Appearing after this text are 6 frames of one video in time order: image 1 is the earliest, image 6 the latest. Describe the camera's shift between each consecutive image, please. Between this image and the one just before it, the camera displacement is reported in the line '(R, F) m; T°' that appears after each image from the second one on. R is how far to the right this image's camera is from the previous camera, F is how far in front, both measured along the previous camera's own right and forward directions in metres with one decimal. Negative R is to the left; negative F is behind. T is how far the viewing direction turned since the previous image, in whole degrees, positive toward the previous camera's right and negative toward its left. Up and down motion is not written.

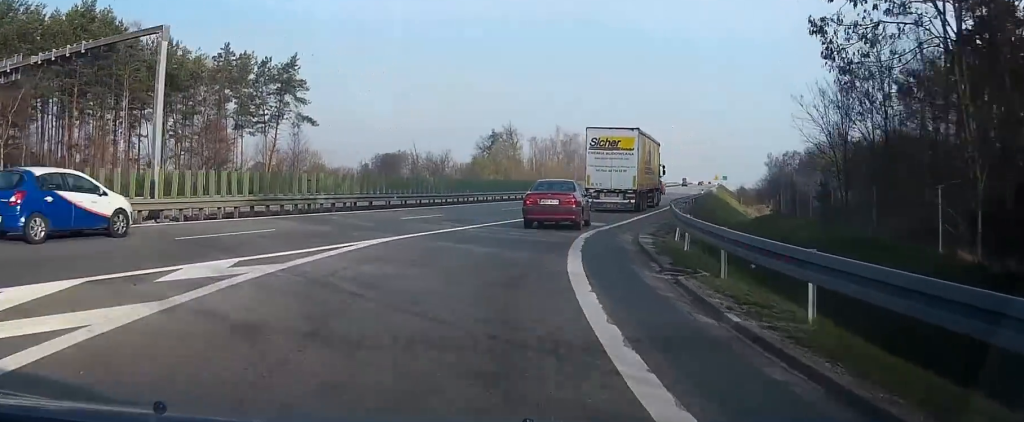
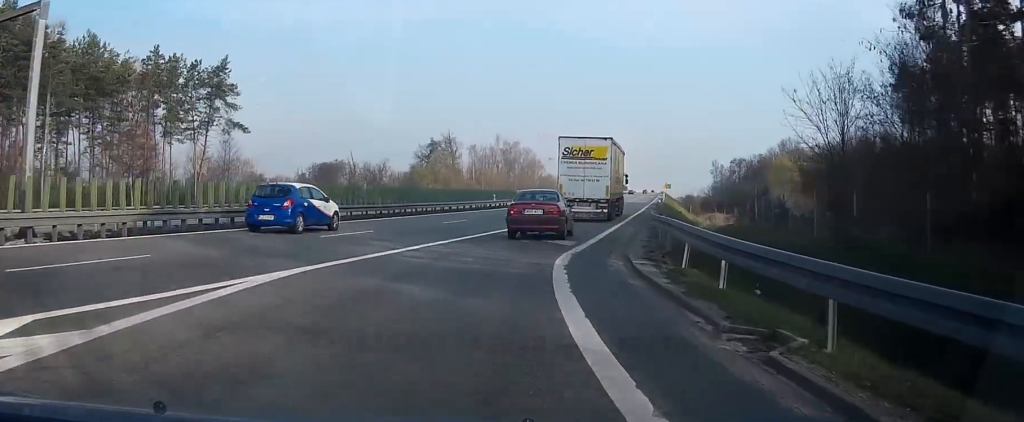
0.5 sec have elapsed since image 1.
(+0.2, +5.1) m; +6°
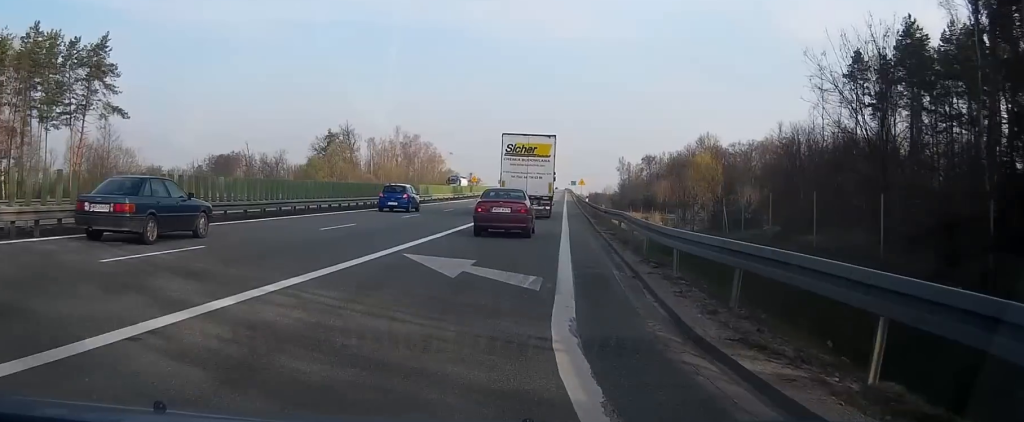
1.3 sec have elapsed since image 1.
(+0.8, +9.6) m; +9°
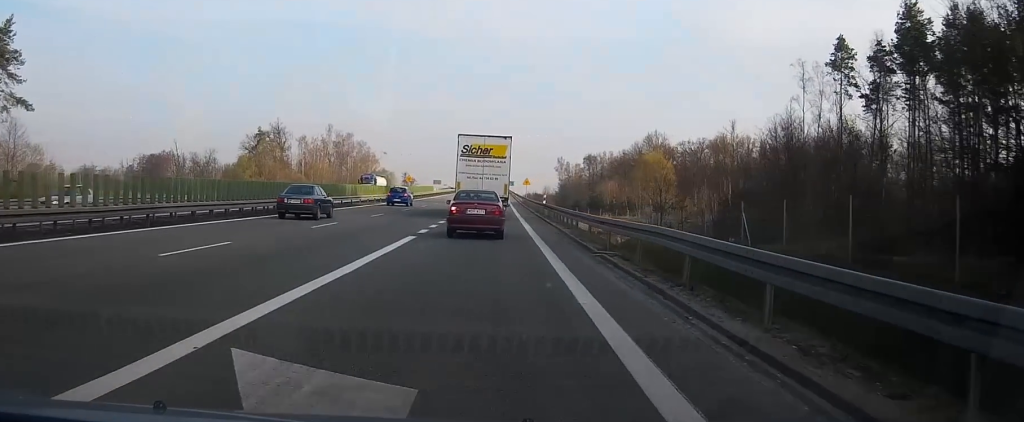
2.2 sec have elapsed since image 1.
(+0.7, +9.6) m; +6°
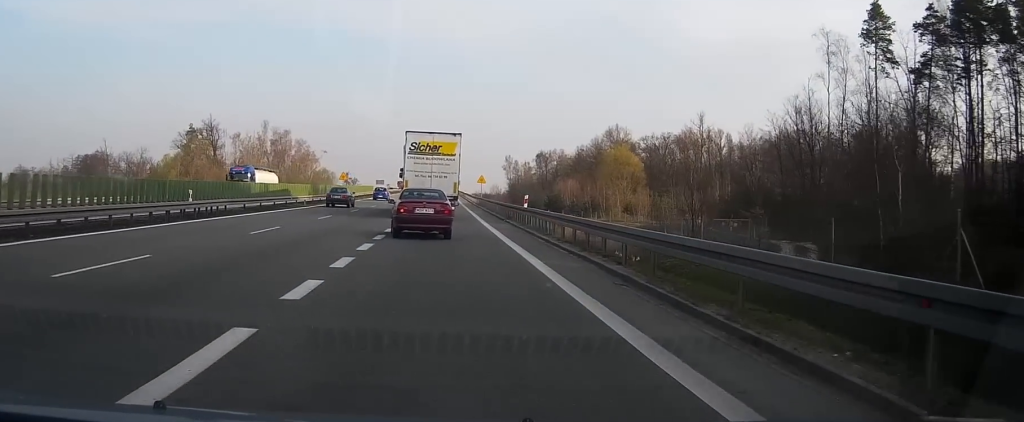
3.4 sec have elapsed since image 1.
(+0.8, +15.2) m; +5°
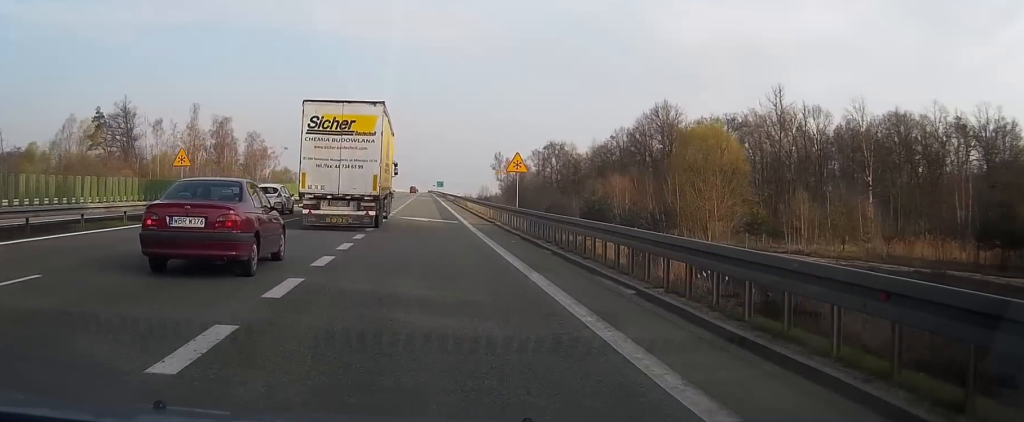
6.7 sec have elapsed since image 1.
(+1.9, +50.9) m; +2°
